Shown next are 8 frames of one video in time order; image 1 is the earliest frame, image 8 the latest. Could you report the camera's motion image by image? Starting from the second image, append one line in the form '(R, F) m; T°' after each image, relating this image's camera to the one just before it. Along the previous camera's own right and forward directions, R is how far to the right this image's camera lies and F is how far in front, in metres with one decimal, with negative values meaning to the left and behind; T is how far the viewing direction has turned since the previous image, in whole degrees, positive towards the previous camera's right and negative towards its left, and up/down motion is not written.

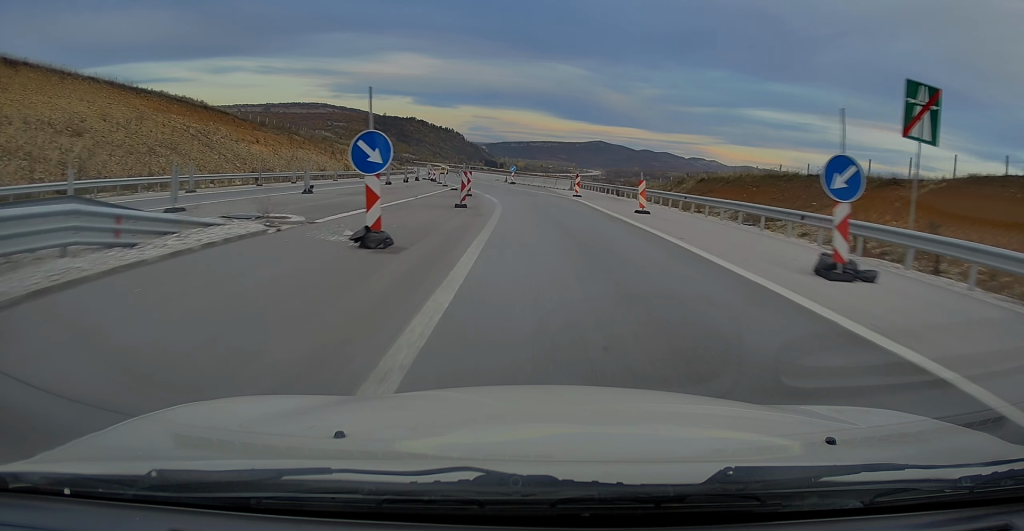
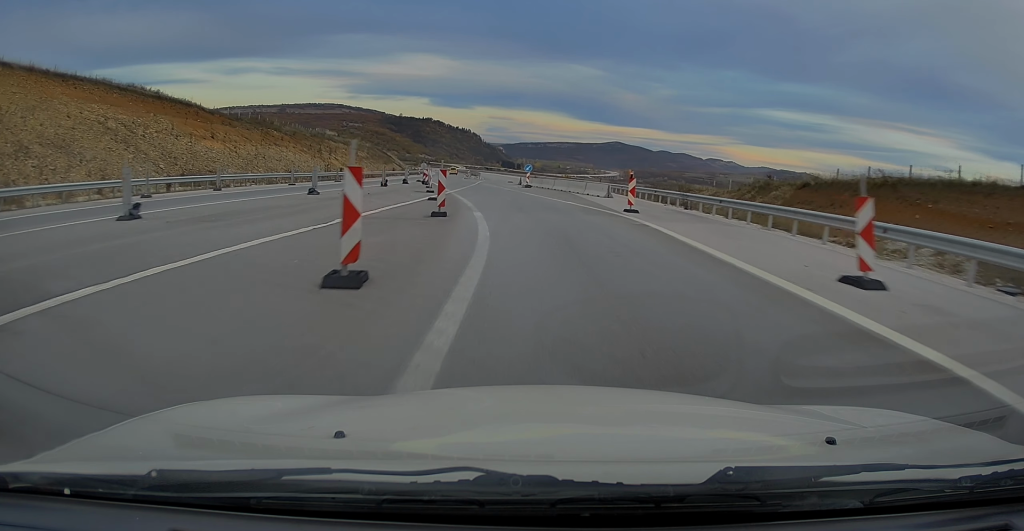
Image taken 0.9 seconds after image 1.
(-0.4, +15.3) m; -2°
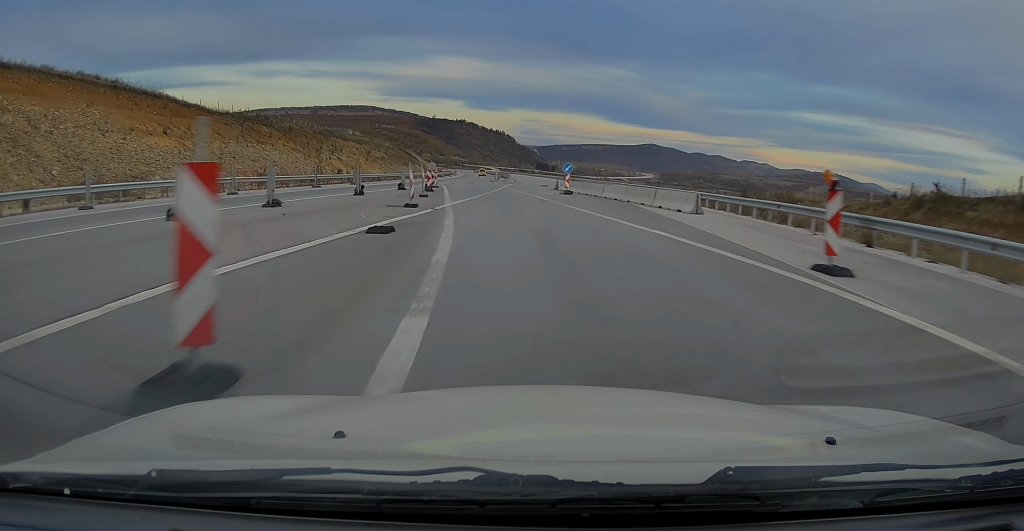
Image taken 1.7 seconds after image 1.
(-0.3, +14.3) m; -2°
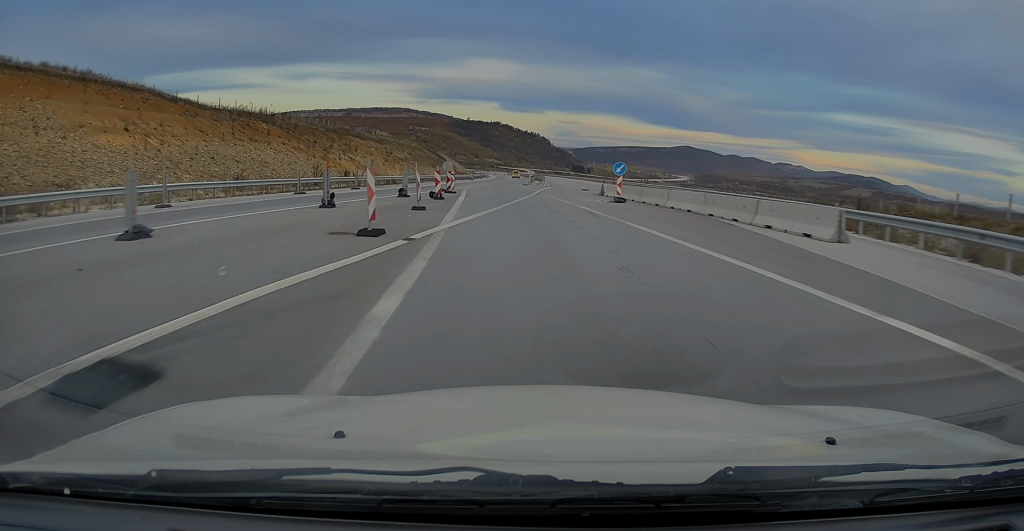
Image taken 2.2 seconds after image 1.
(+0.2, +9.6) m; -2°
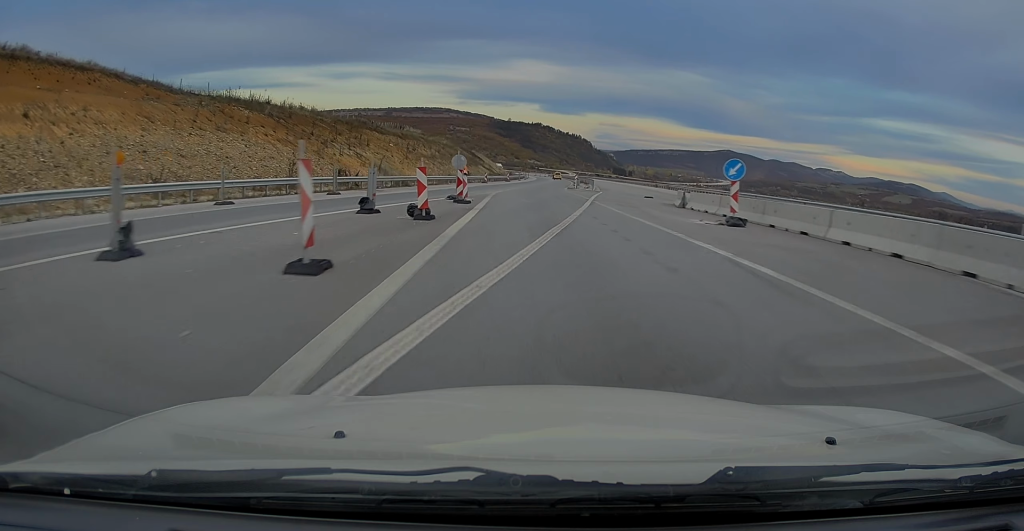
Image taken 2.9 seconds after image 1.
(-0.6, +13.1) m; -2°
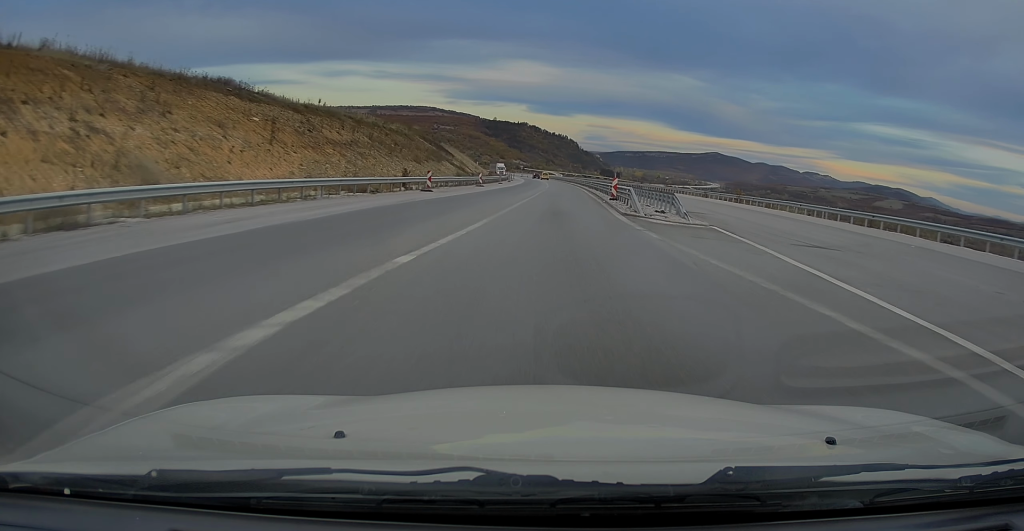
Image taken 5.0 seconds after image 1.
(-1.0, +37.8) m; -1°
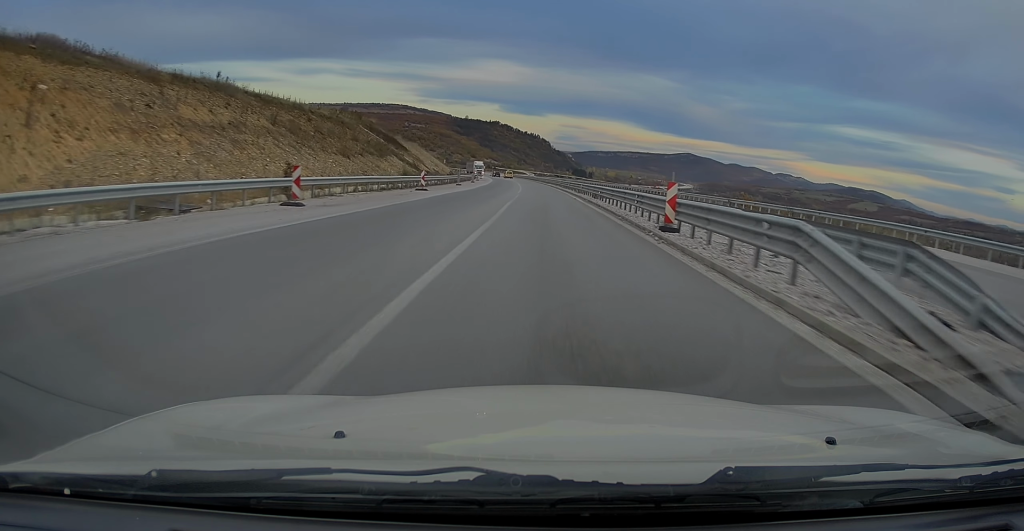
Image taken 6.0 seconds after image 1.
(+0.2, +18.7) m; +2°
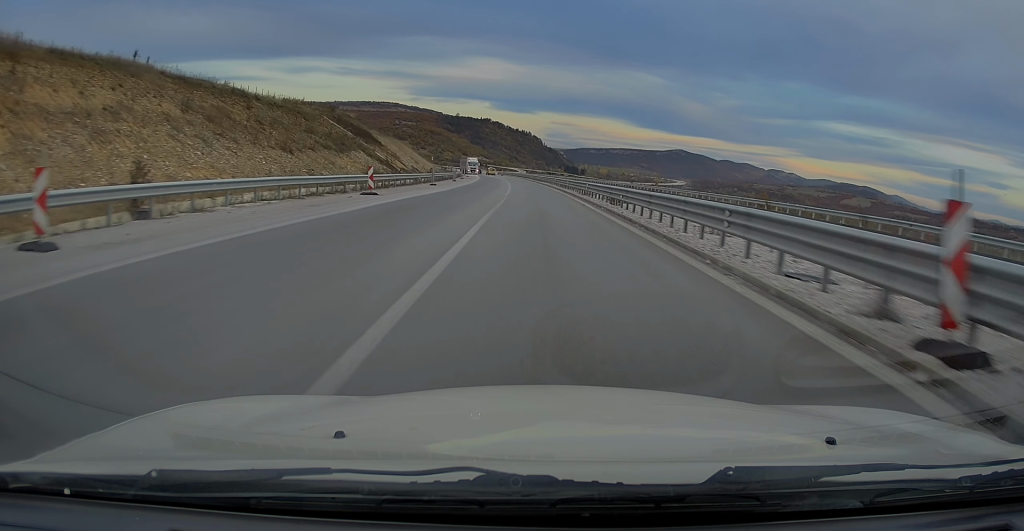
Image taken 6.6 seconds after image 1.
(+0.2, +11.2) m; +1°
